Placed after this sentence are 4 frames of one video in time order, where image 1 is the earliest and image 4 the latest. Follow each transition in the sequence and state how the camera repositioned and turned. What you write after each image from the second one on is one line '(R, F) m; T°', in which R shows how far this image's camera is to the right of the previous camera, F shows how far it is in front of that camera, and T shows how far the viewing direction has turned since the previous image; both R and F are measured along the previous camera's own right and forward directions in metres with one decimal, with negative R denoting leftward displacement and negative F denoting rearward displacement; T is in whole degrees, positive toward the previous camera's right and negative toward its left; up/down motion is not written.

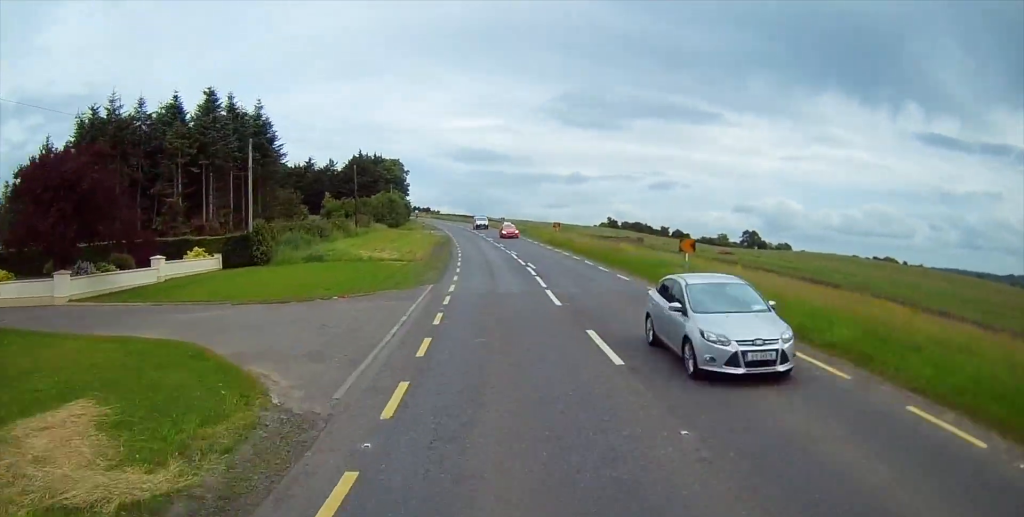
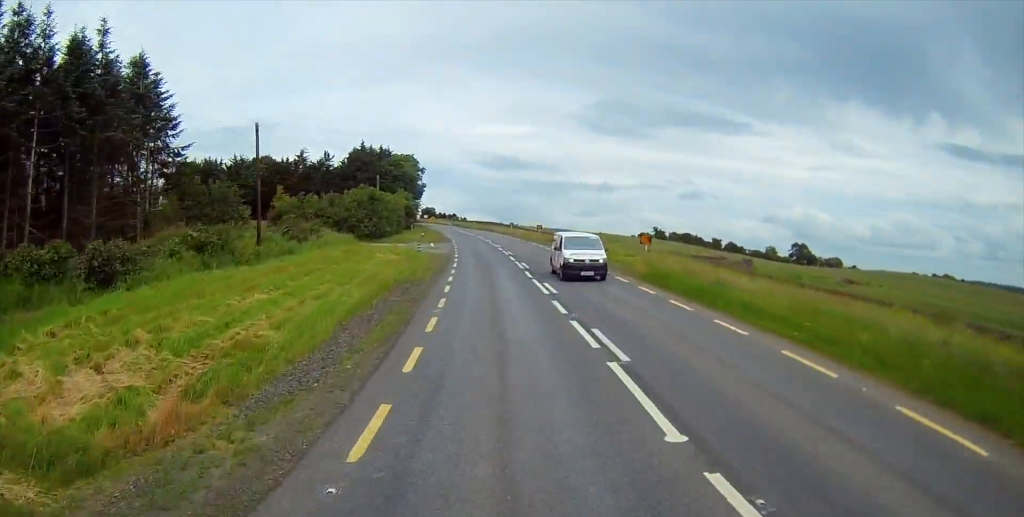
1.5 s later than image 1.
(-0.4, +33.4) m; -2°
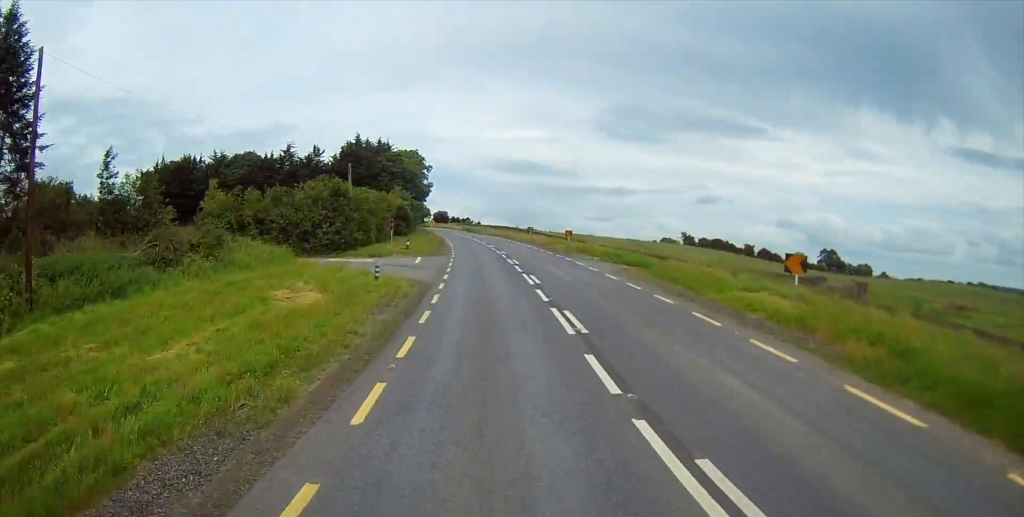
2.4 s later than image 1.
(-0.5, +19.6) m; -2°
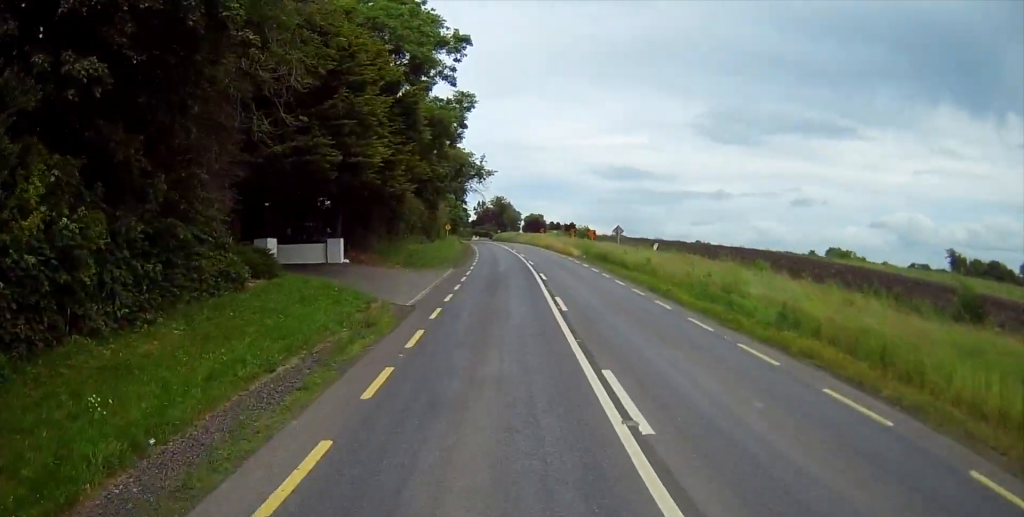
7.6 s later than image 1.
(-7.5, +111.3) m; -9°
